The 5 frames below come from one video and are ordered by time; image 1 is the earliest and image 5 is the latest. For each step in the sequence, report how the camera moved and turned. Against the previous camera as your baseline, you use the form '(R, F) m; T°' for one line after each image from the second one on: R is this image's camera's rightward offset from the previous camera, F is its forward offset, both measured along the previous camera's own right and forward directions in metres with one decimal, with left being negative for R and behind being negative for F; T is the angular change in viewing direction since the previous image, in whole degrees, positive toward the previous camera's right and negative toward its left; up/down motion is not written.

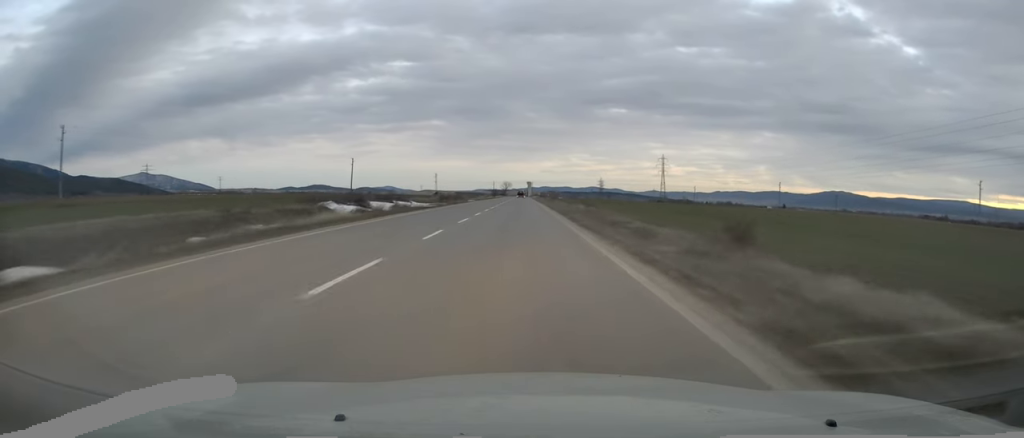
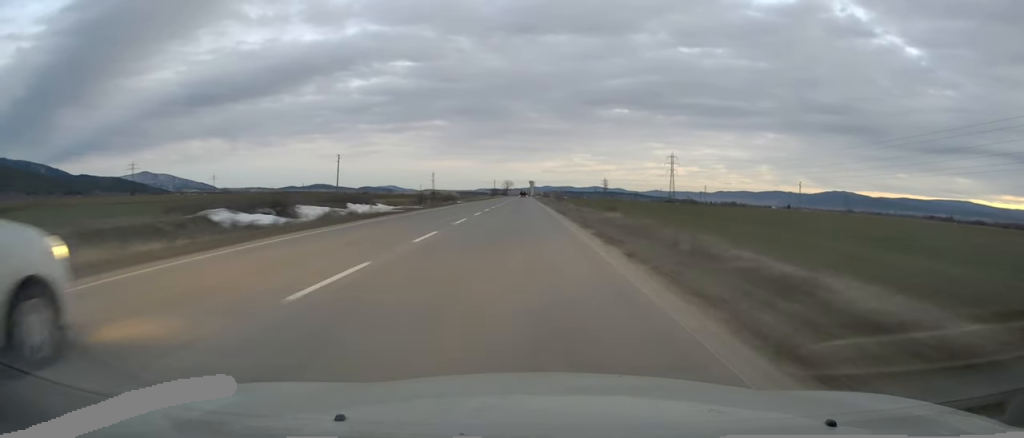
(0.0, +16.0) m; 0°
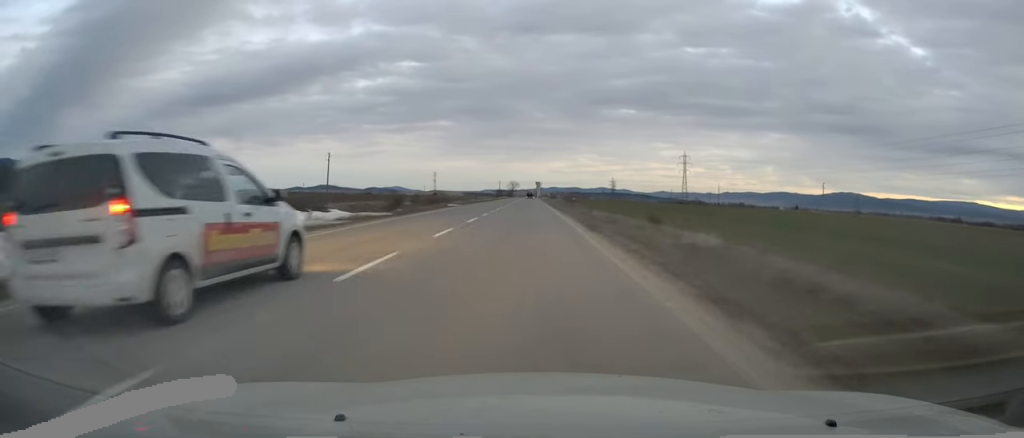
(-0.2, +13.4) m; 0°
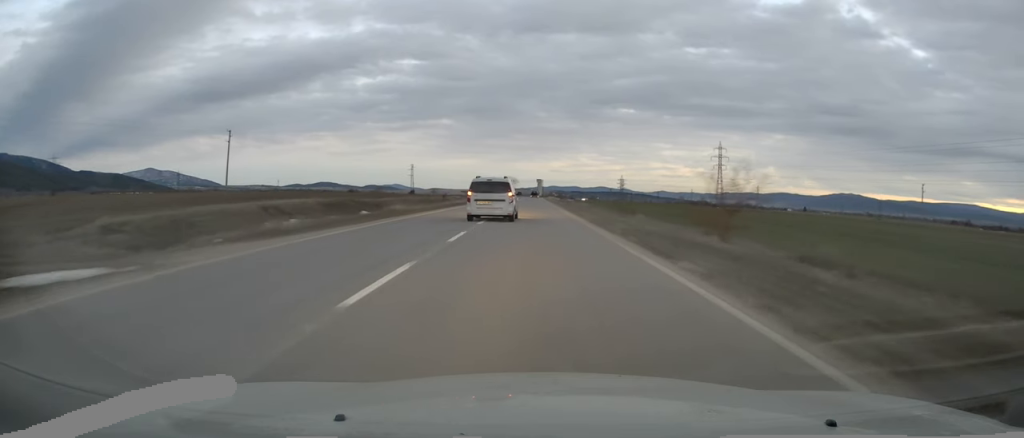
(-0.4, +54.9) m; 0°
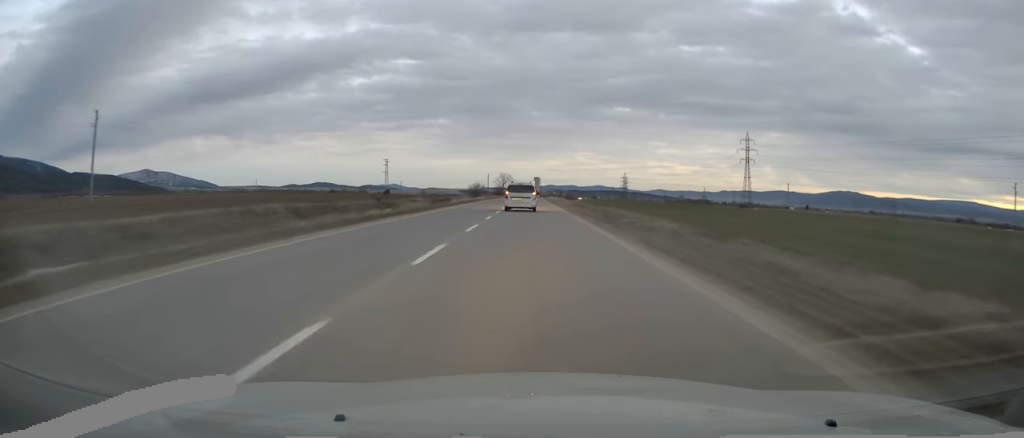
(+0.3, +35.2) m; +1°
